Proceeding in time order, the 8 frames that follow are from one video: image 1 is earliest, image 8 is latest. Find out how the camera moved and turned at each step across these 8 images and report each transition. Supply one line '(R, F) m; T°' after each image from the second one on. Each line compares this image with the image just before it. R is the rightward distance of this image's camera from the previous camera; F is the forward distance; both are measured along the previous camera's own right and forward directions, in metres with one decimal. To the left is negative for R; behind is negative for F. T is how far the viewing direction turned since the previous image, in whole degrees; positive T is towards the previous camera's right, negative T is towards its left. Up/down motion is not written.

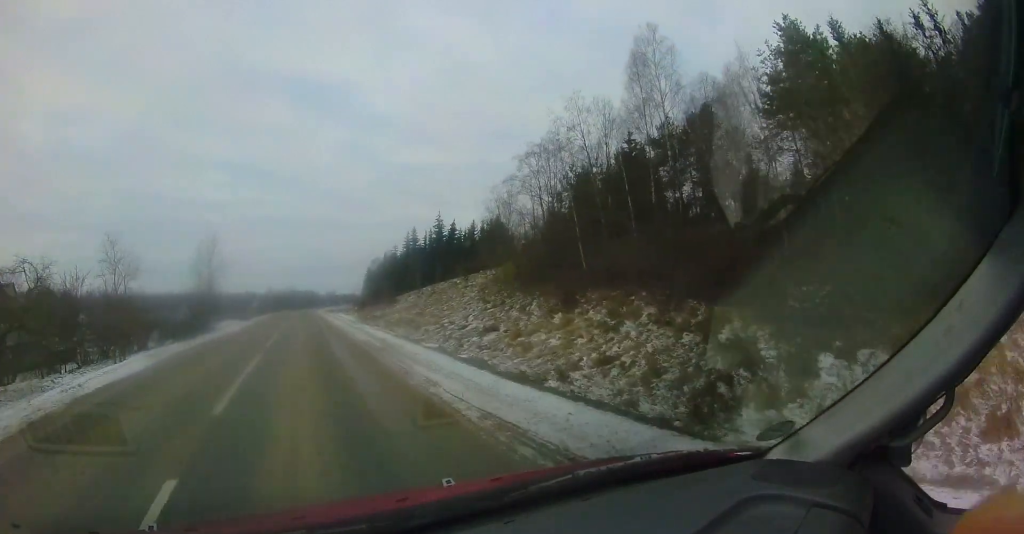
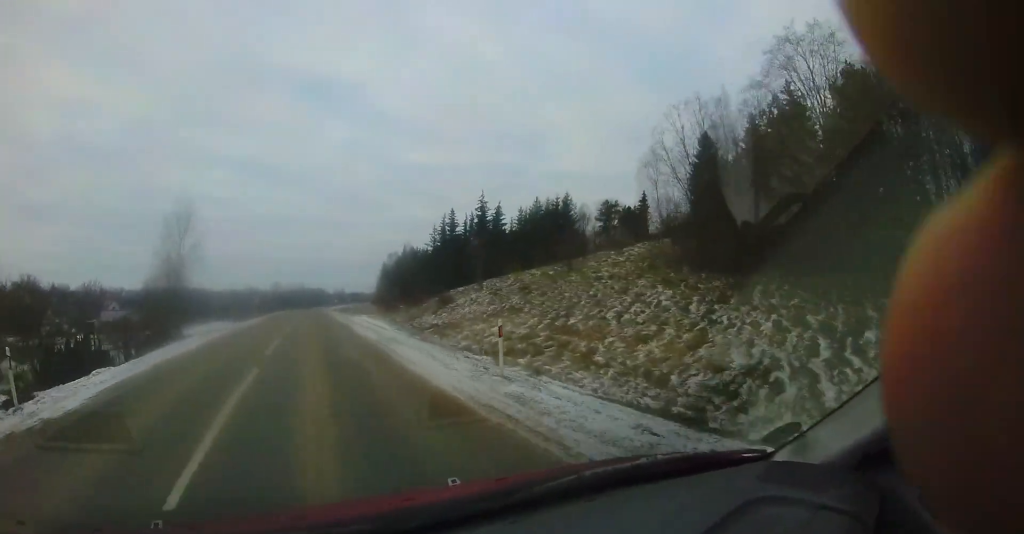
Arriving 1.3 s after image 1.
(+0.5, +18.2) m; 0°
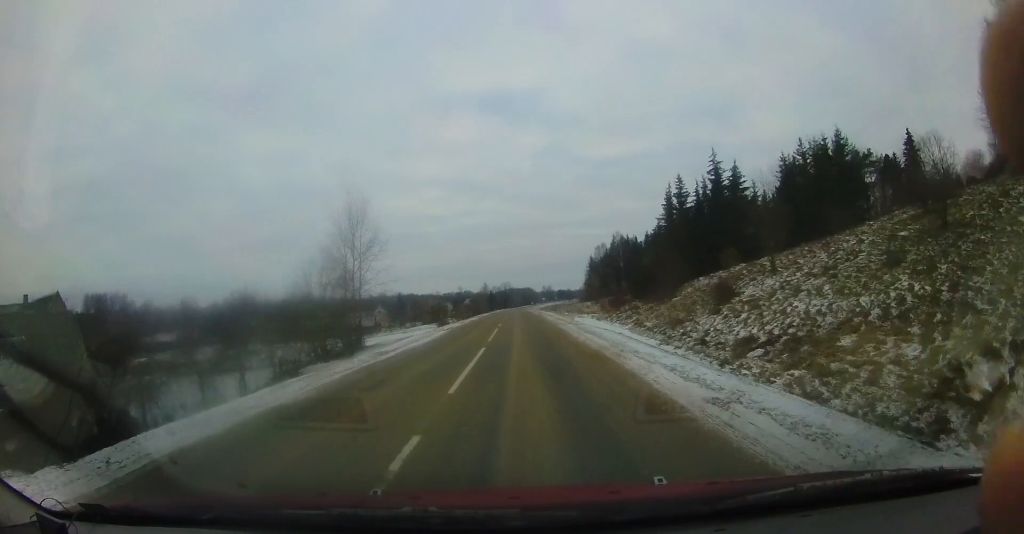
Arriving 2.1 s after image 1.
(-0.2, +12.8) m; -2°
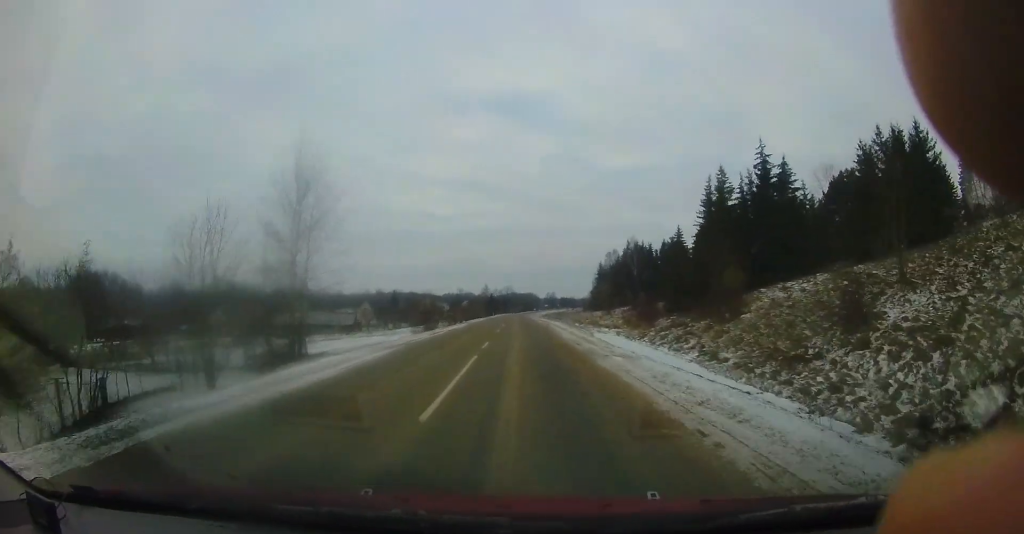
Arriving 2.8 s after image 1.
(-0.1, +9.8) m; -1°
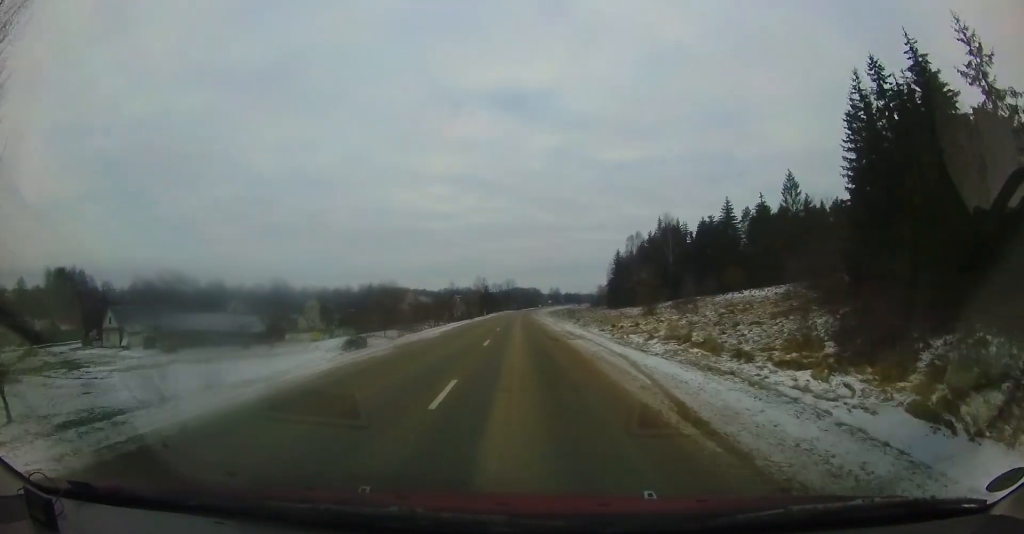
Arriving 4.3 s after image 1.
(+0.1, +24.2) m; +1°
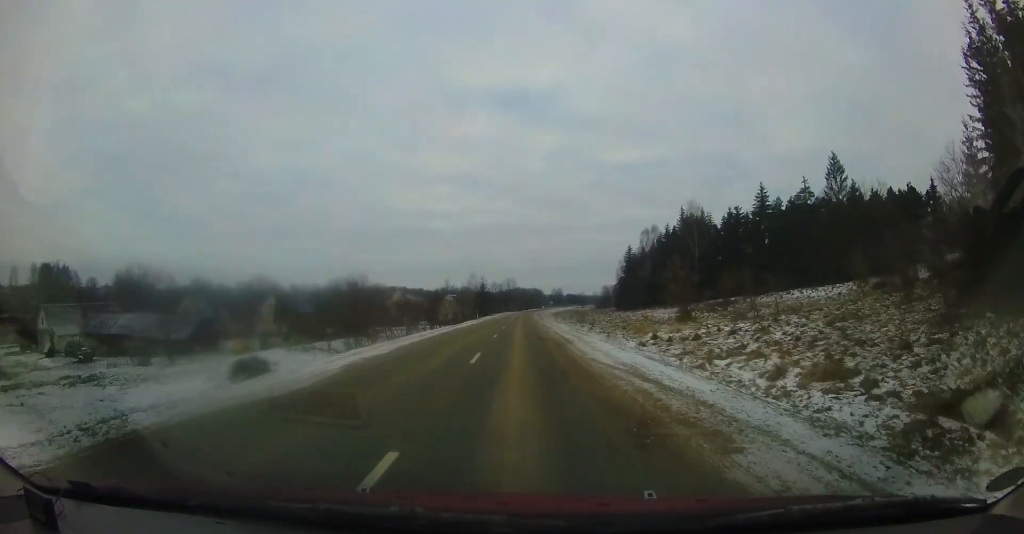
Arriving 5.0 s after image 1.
(+0.2, +11.8) m; 0°
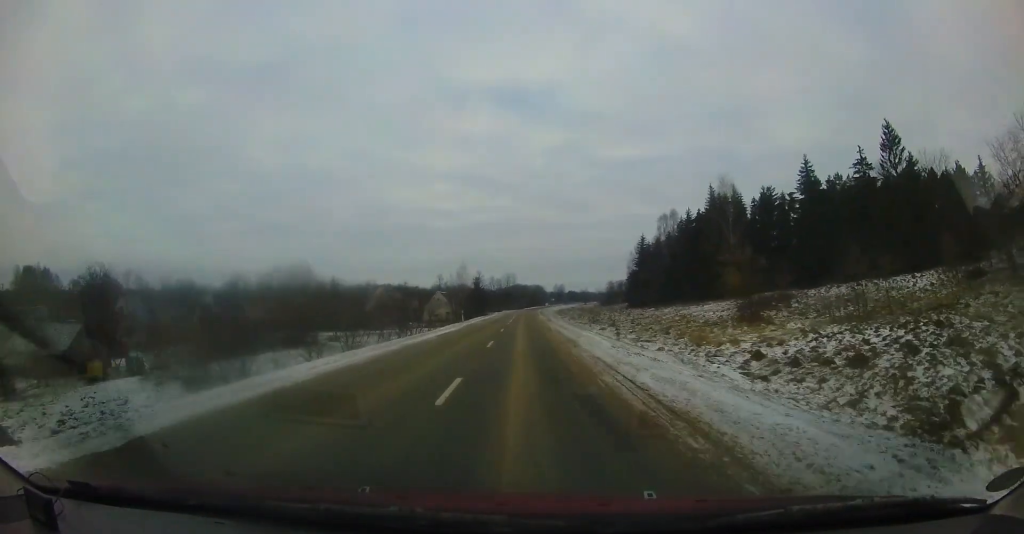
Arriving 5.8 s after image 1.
(-0.2, +12.6) m; 0°
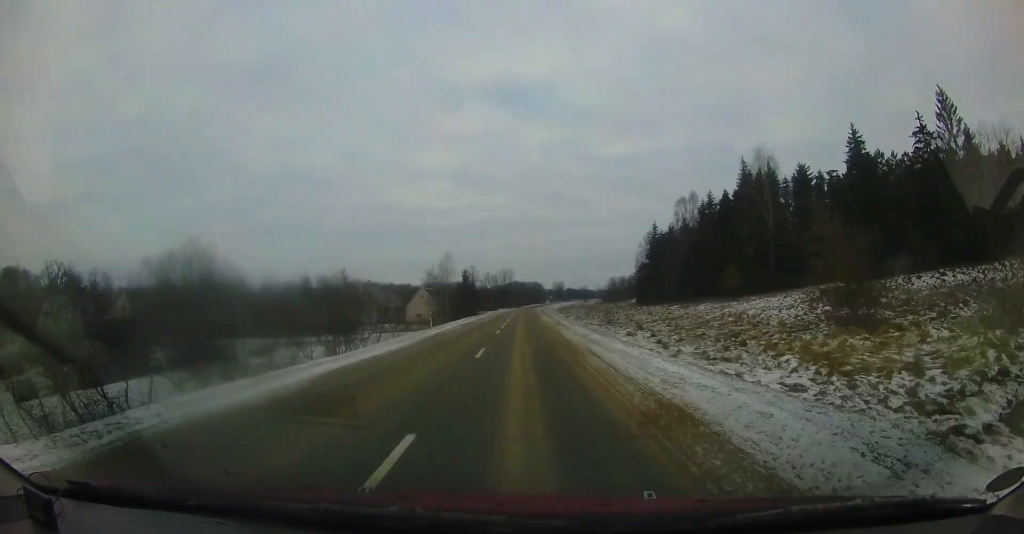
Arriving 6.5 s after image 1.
(+0.1, +11.5) m; 0°
